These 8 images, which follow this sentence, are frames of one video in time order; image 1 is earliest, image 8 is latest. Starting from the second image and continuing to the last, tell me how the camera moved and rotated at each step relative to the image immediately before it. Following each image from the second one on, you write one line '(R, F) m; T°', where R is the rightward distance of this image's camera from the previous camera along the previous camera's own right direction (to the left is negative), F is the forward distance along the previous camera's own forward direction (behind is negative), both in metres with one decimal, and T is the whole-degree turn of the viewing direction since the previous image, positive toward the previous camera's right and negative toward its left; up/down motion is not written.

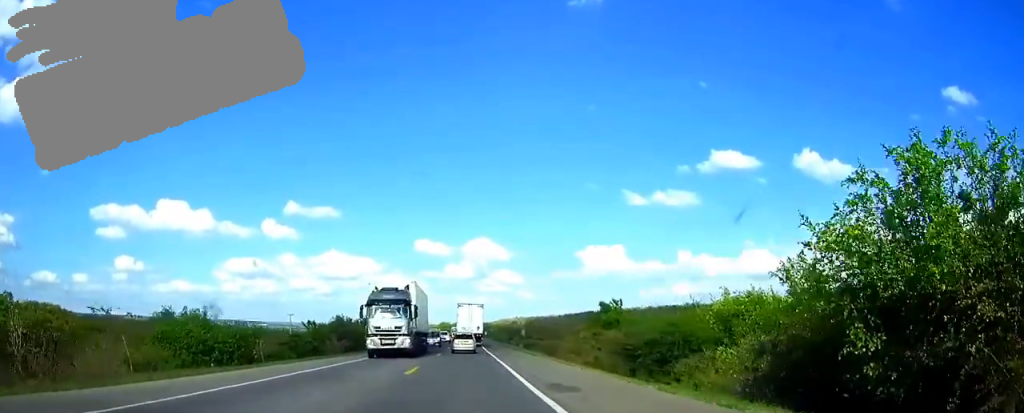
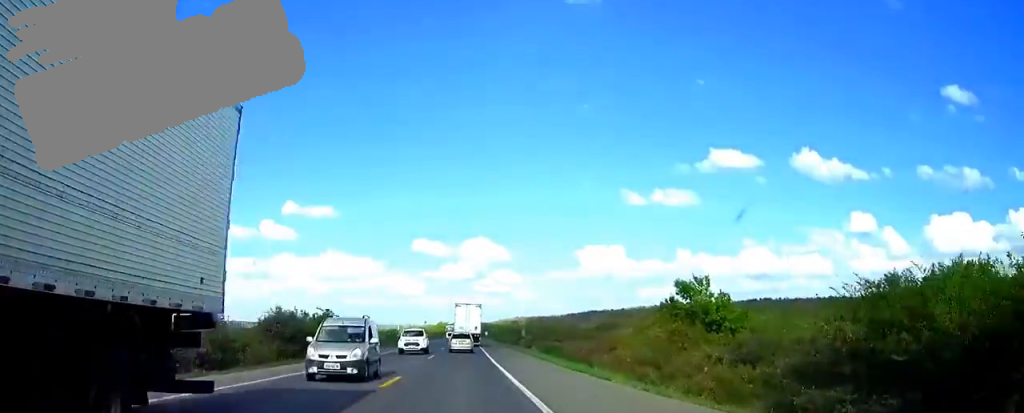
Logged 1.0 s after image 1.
(0.0, +23.7) m; 0°
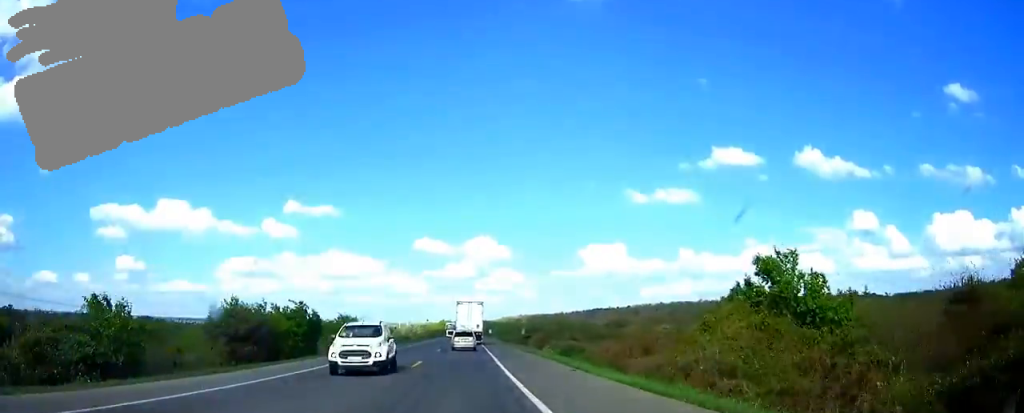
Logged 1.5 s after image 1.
(0.0, +11.1) m; 0°
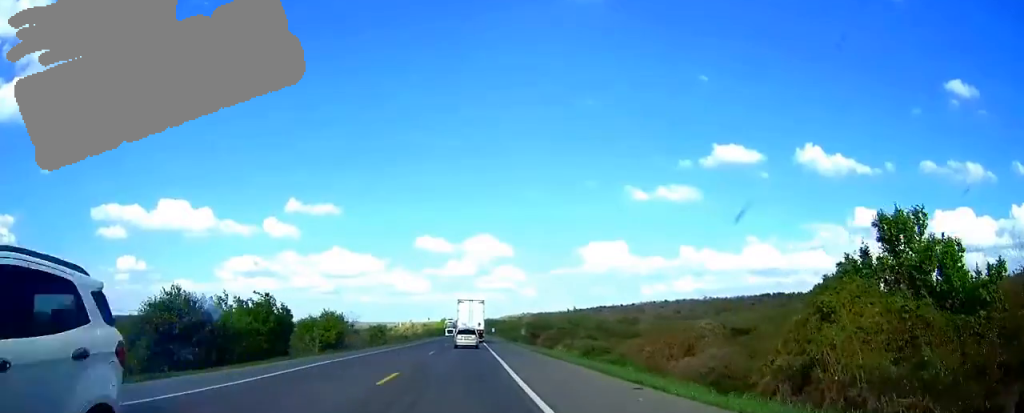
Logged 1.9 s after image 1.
(0.0, +9.5) m; 0°
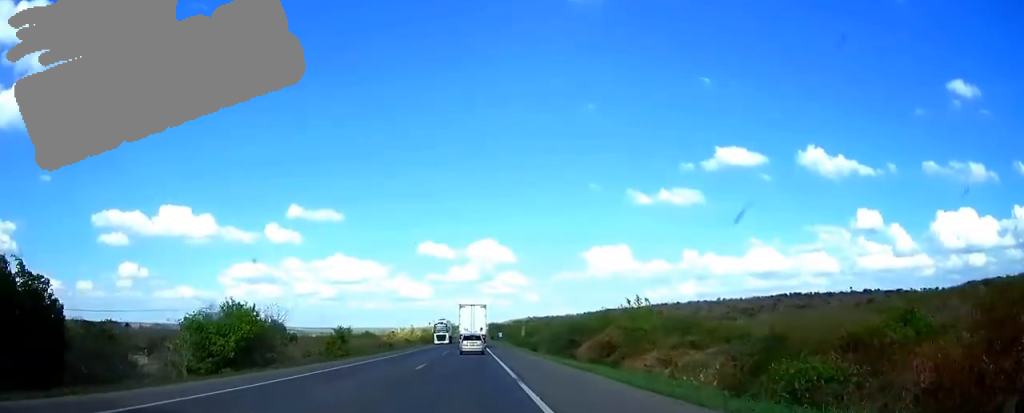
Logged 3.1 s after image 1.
(-0.1, +29.4) m; 0°
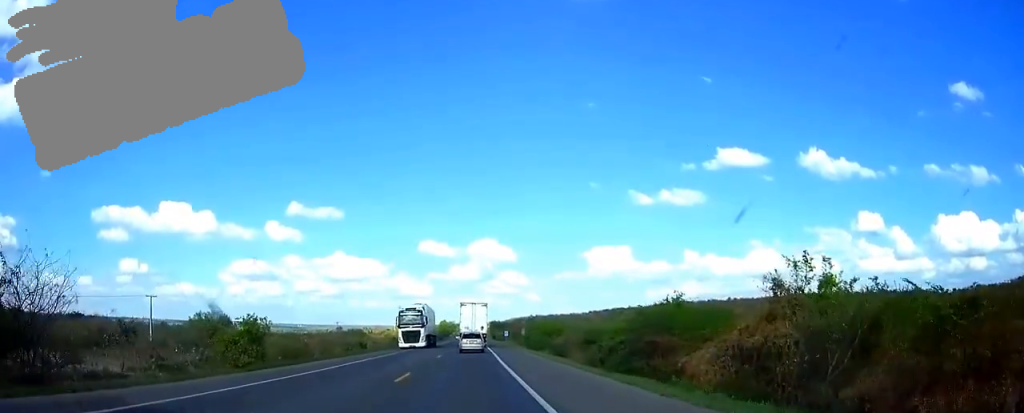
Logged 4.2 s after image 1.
(-0.1, +26.2) m; 0°
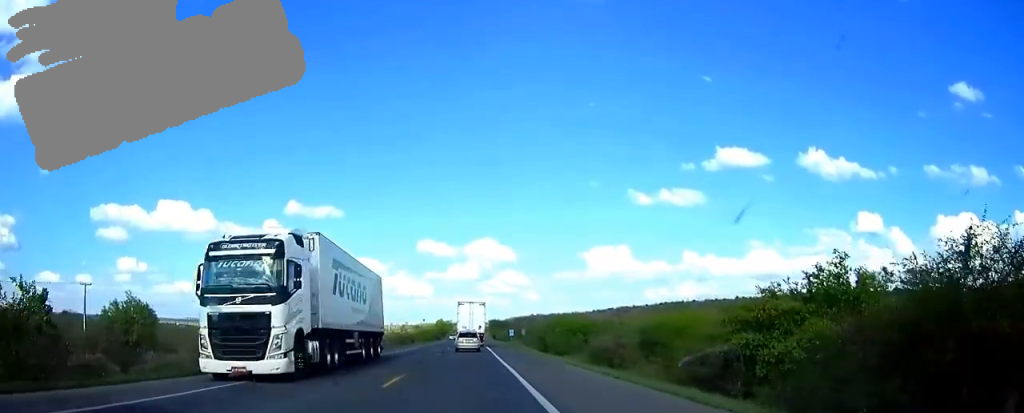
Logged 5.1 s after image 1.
(0.0, +22.2) m; 0°
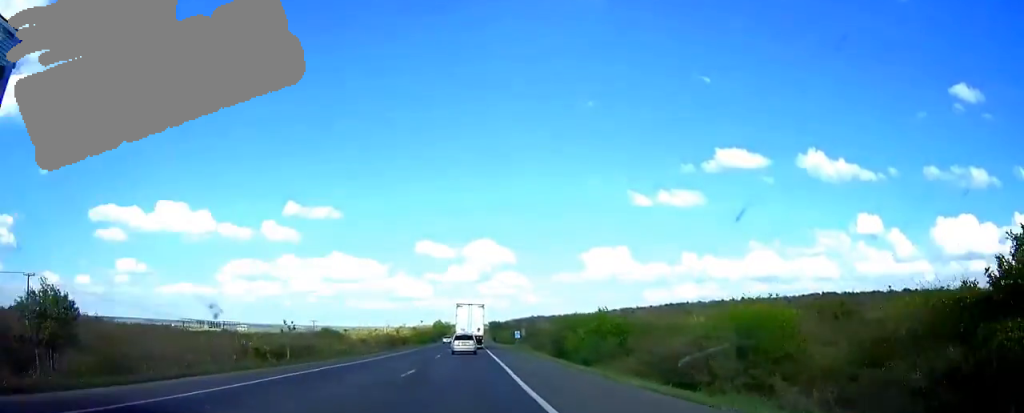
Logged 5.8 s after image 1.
(+0.1, +15.1) m; 0°
